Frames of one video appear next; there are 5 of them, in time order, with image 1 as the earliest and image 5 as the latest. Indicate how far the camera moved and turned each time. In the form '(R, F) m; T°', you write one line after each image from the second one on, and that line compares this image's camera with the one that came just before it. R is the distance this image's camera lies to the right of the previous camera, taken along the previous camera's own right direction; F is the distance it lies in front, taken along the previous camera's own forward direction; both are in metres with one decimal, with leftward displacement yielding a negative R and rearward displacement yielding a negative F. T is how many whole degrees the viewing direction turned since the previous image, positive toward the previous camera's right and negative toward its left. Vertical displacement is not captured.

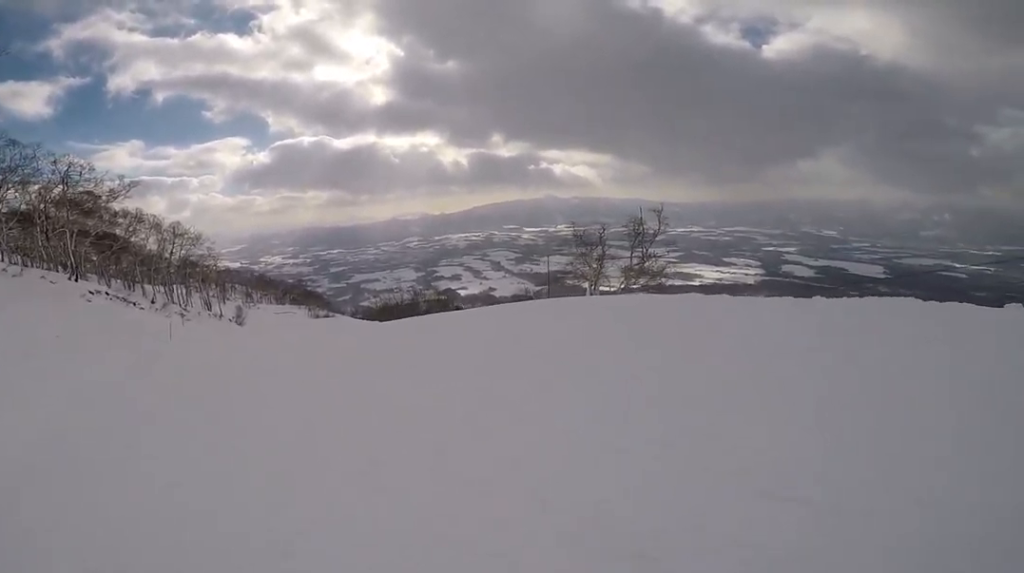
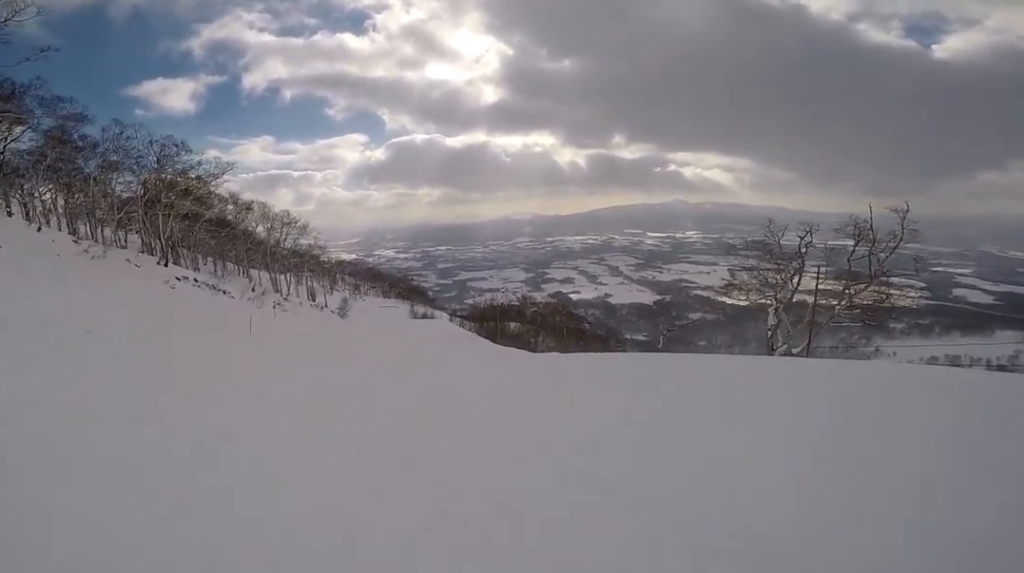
(+0.3, +7.4) m; -13°
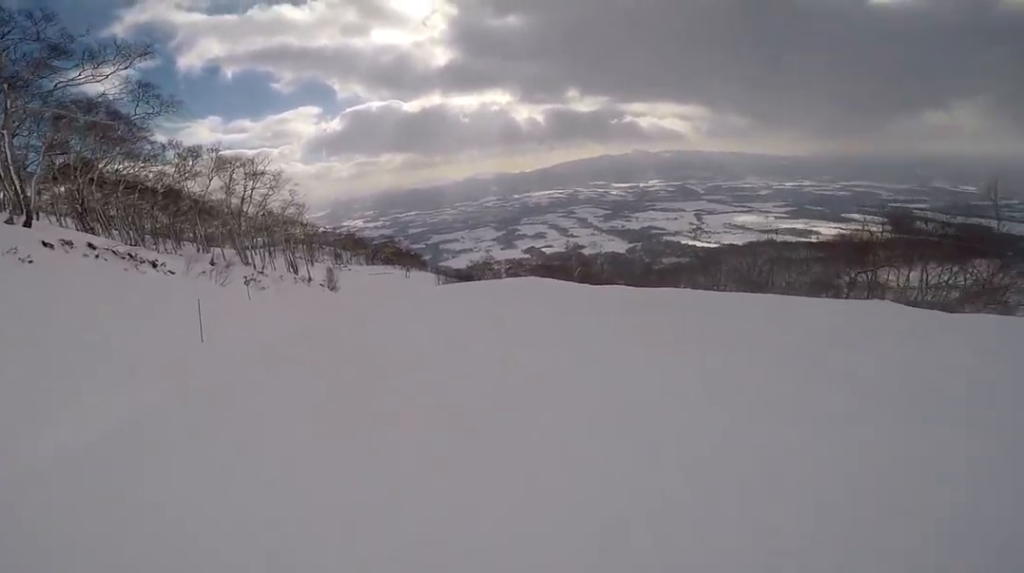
(-4.8, +22.3) m; +8°
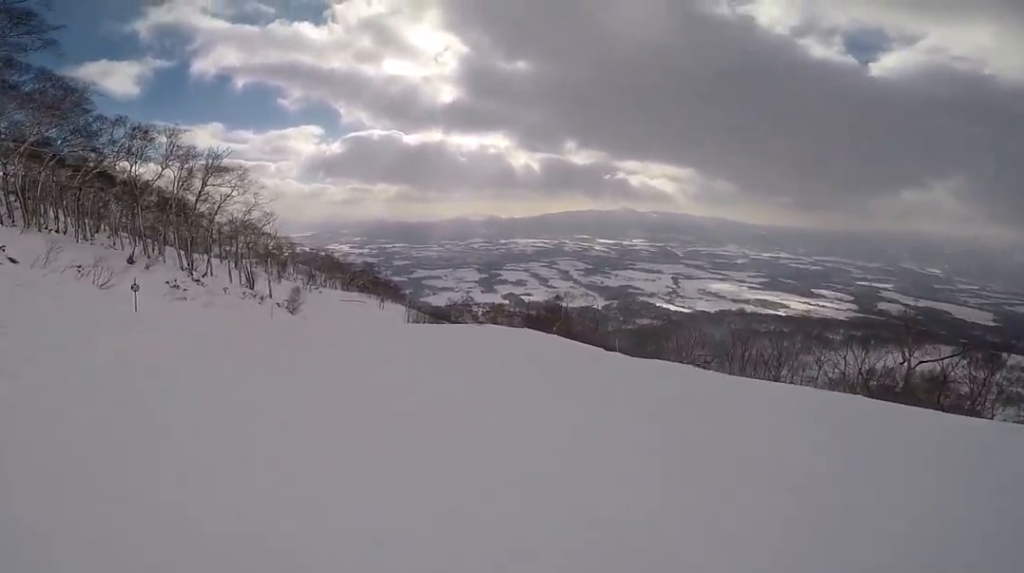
(+1.7, +8.9) m; +8°
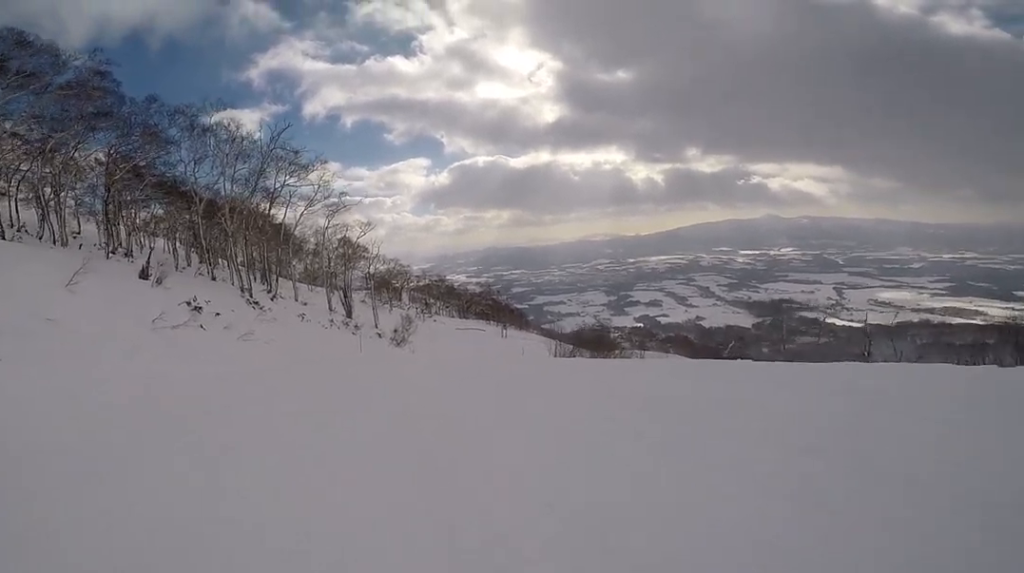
(-3.2, +15.2) m; -27°
